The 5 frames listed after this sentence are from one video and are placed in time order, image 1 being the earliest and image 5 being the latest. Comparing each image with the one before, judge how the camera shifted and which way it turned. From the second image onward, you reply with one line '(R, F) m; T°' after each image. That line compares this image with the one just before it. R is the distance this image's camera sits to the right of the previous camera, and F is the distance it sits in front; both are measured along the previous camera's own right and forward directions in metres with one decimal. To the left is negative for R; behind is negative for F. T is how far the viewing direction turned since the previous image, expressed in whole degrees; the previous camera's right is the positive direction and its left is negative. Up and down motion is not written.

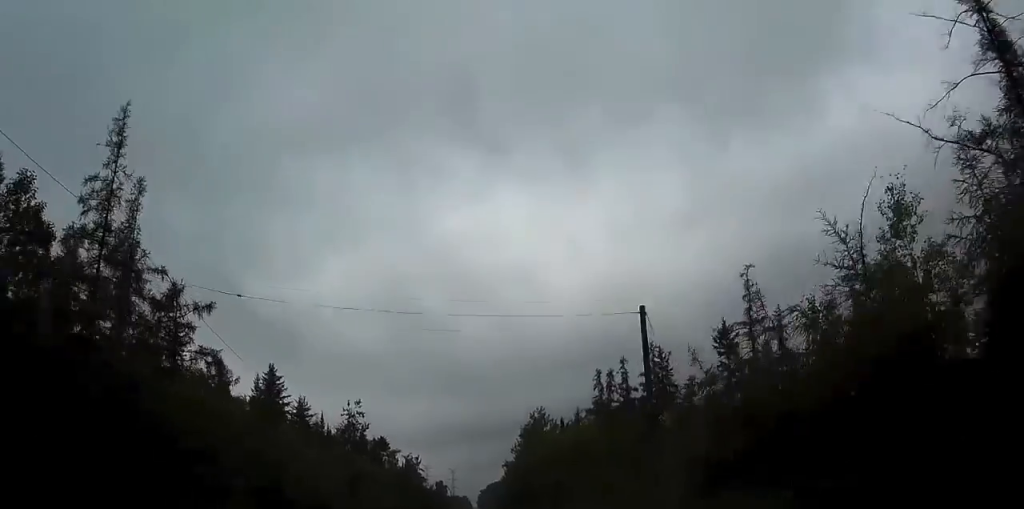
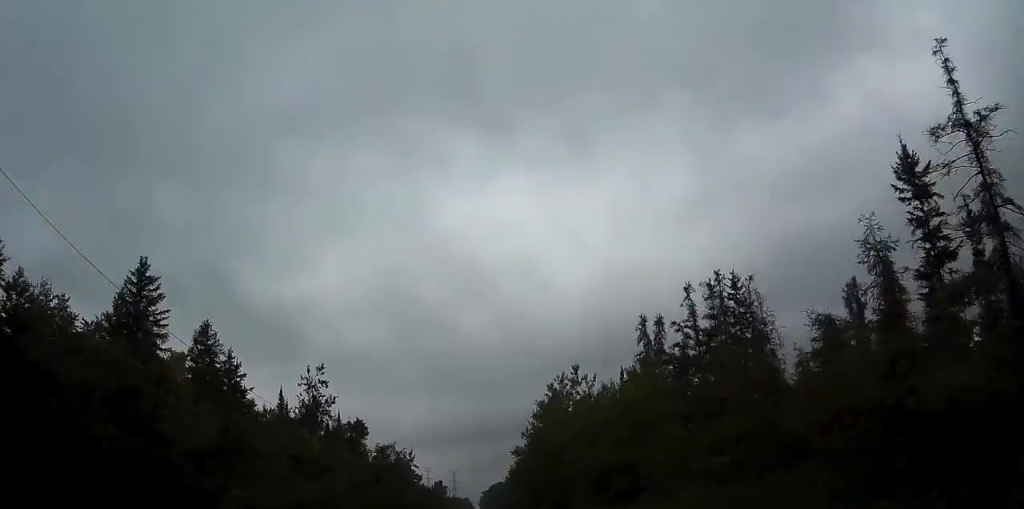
(0.0, +22.5) m; 0°
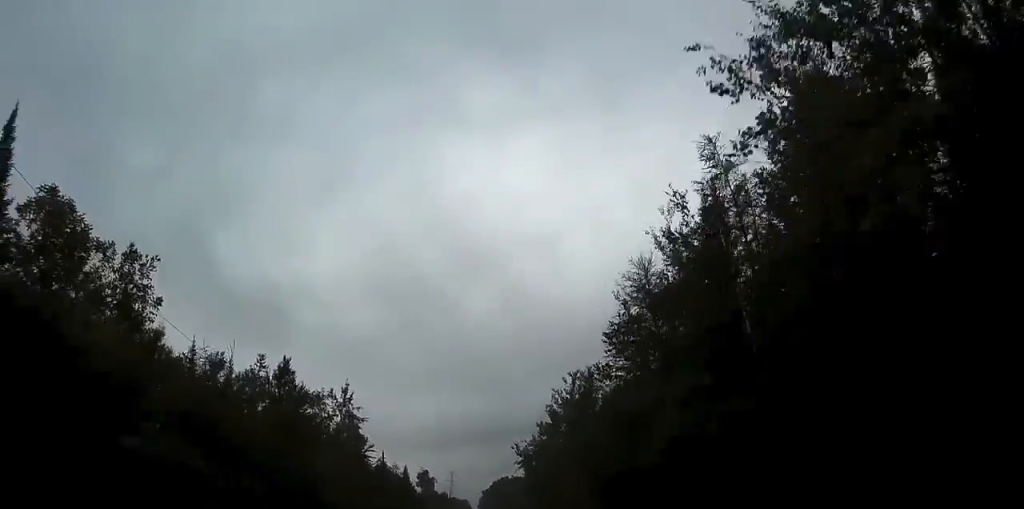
(+0.8, +76.6) m; +1°
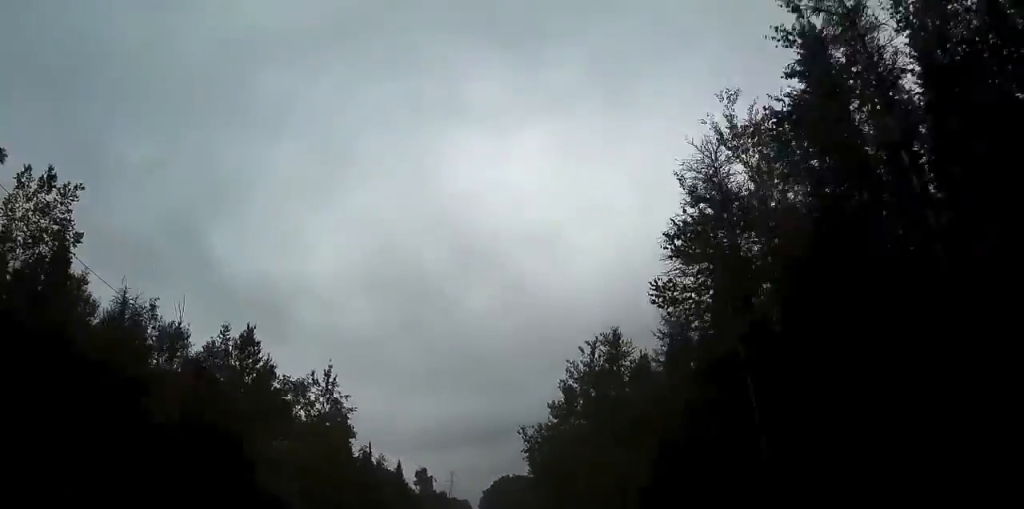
(0.0, +9.3) m; 0°
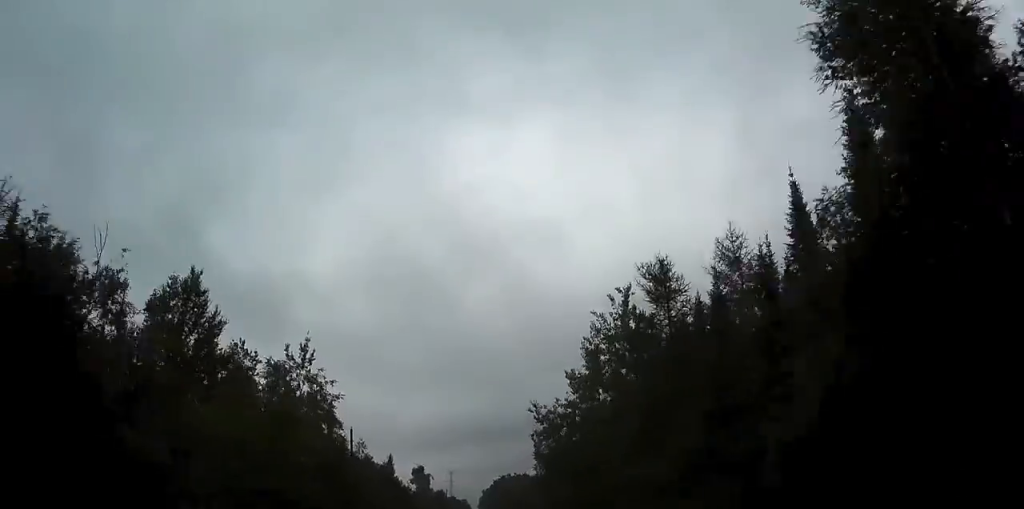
(0.0, +10.1) m; 0°
